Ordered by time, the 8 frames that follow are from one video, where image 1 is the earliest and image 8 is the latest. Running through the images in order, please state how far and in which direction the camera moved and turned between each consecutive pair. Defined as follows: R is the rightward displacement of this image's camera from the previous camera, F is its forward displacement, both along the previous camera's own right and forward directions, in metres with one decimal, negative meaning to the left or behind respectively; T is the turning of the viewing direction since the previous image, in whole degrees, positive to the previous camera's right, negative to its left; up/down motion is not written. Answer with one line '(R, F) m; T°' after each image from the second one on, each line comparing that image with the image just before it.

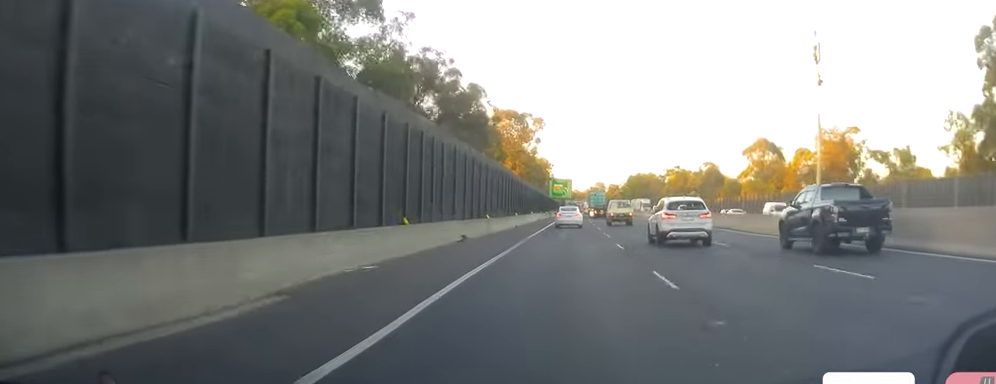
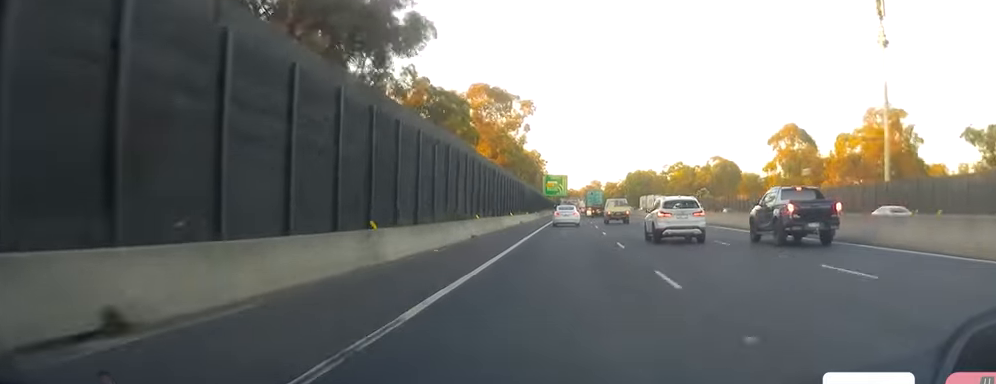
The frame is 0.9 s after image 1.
(-0.3, +23.8) m; -1°
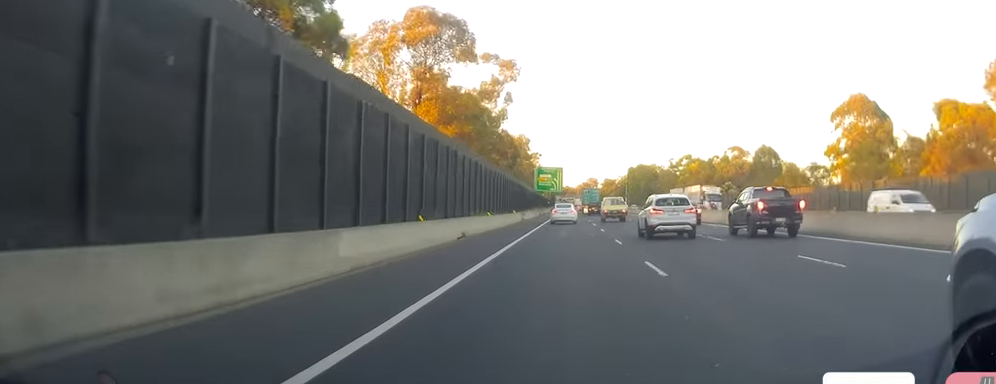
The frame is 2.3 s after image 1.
(+0.3, +33.8) m; +1°
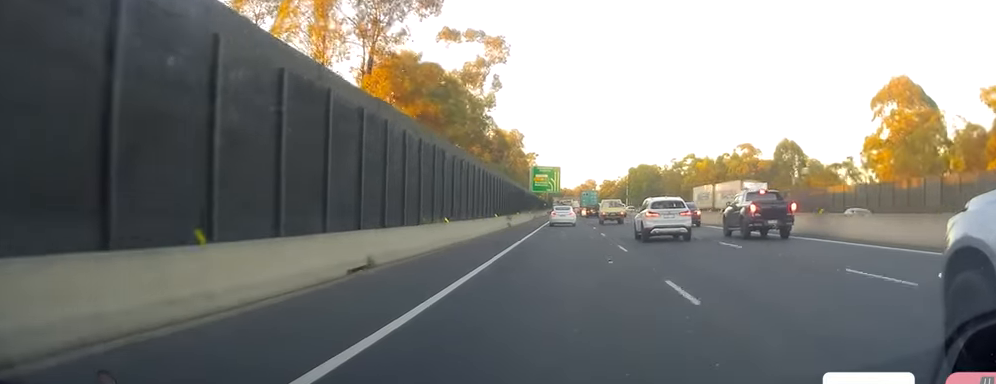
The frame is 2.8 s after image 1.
(+0.1, +14.4) m; 0°
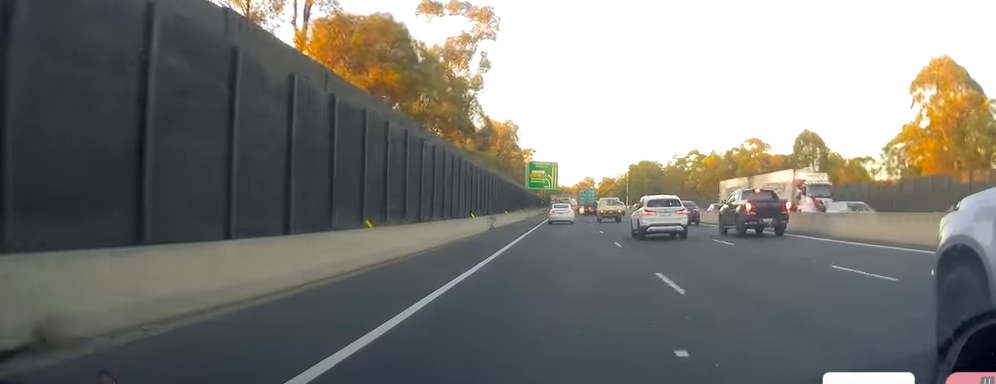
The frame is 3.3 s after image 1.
(0.0, +11.0) m; 0°
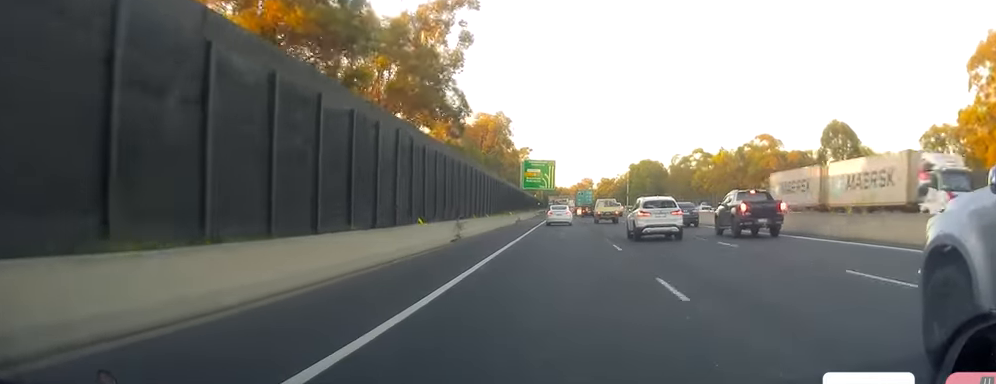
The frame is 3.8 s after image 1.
(0.0, +12.7) m; 0°
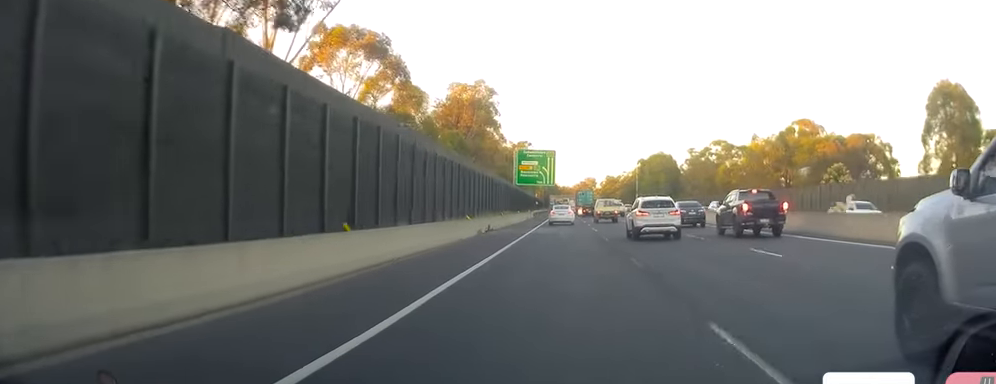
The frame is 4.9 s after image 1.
(+0.3, +28.8) m; 0°
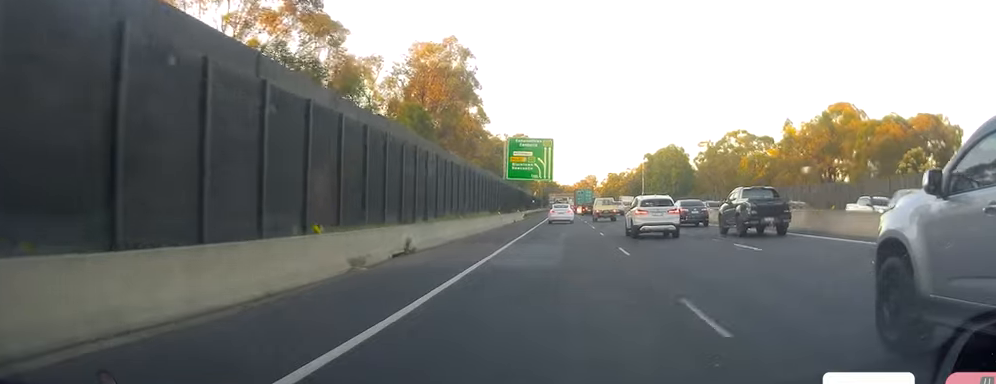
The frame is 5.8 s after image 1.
(-0.3, +21.9) m; 0°
